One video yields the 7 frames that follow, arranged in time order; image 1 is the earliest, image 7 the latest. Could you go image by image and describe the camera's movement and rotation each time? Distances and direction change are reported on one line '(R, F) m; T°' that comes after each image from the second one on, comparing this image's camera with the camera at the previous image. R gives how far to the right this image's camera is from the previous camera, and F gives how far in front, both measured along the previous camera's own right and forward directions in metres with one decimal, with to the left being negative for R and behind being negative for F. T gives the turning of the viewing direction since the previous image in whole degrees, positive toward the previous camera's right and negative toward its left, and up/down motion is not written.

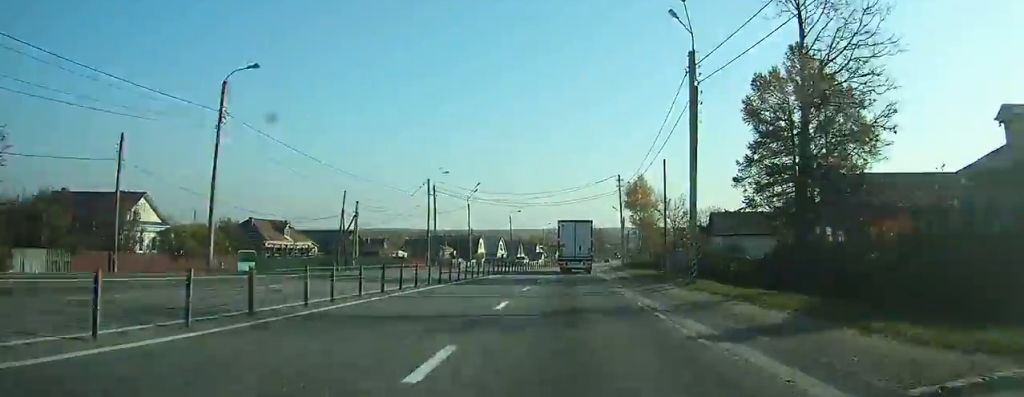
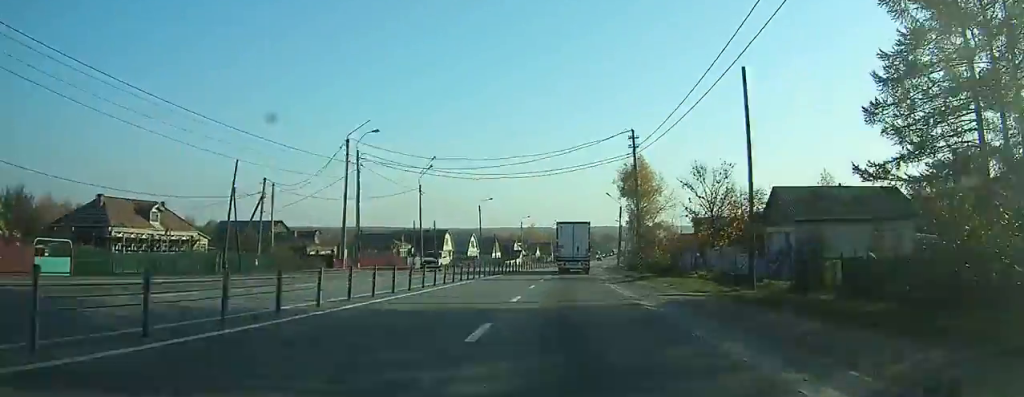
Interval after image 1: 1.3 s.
(+0.3, +20.3) m; +2°
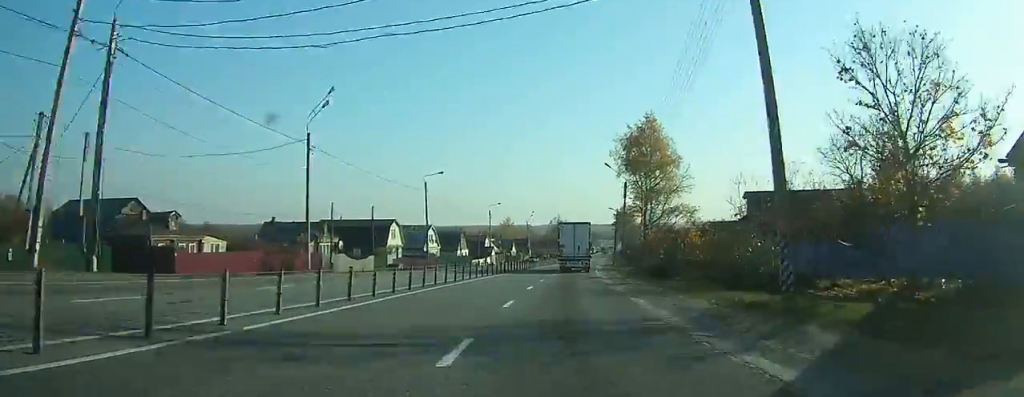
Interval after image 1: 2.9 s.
(+0.4, +25.0) m; +2°
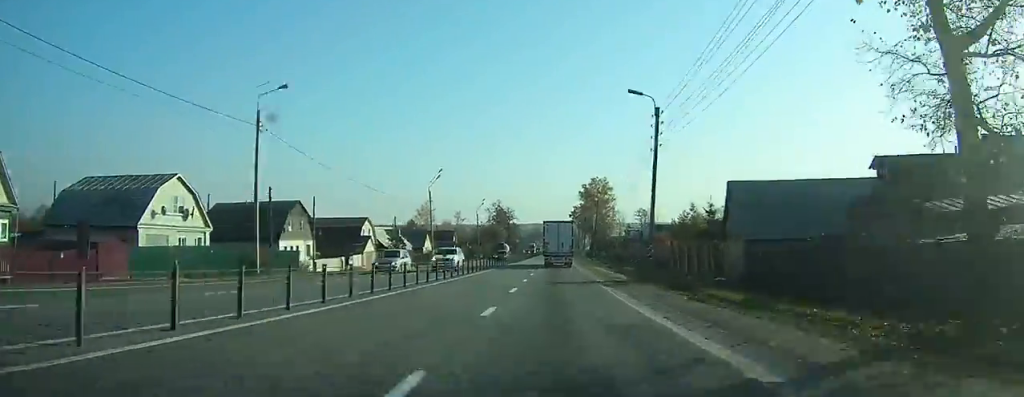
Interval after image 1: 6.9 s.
(+3.4, +65.6) m; +5°
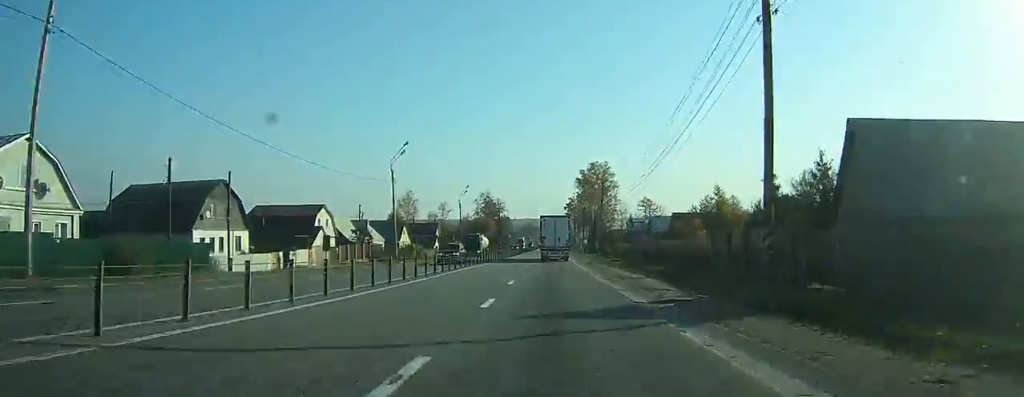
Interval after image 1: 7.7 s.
(+0.2, +15.3) m; 0°
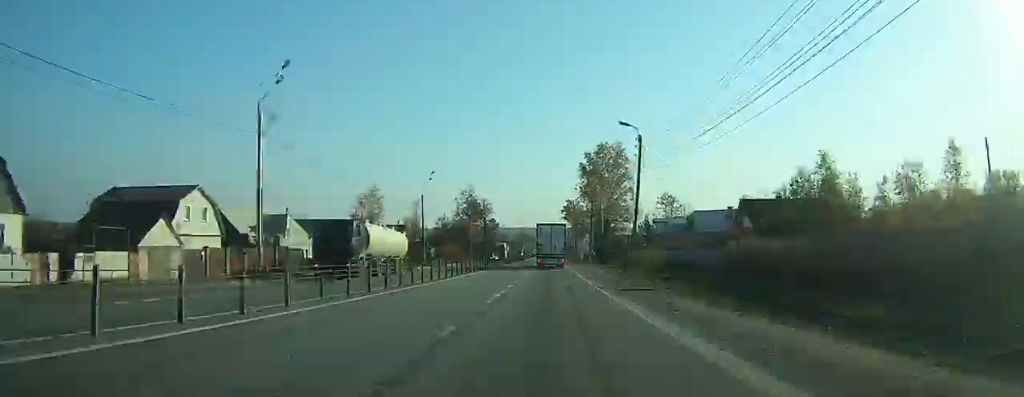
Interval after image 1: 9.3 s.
(+0.2, +27.2) m; +1°
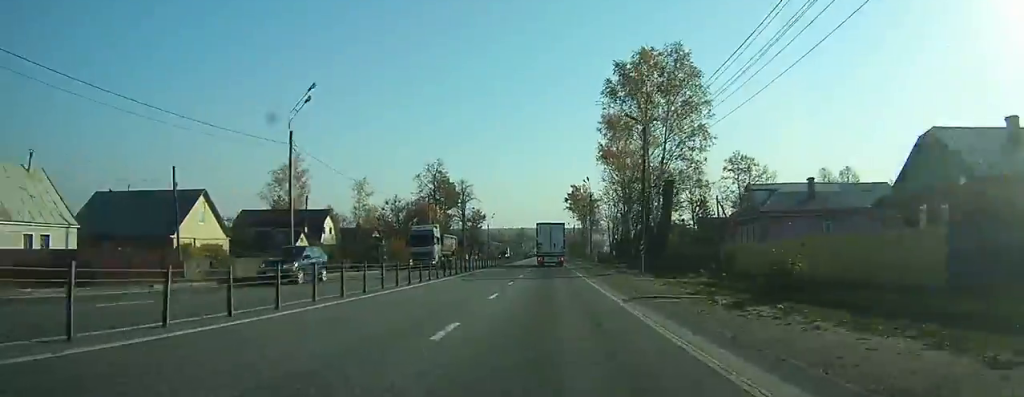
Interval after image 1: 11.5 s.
(+0.4, +39.8) m; +1°
